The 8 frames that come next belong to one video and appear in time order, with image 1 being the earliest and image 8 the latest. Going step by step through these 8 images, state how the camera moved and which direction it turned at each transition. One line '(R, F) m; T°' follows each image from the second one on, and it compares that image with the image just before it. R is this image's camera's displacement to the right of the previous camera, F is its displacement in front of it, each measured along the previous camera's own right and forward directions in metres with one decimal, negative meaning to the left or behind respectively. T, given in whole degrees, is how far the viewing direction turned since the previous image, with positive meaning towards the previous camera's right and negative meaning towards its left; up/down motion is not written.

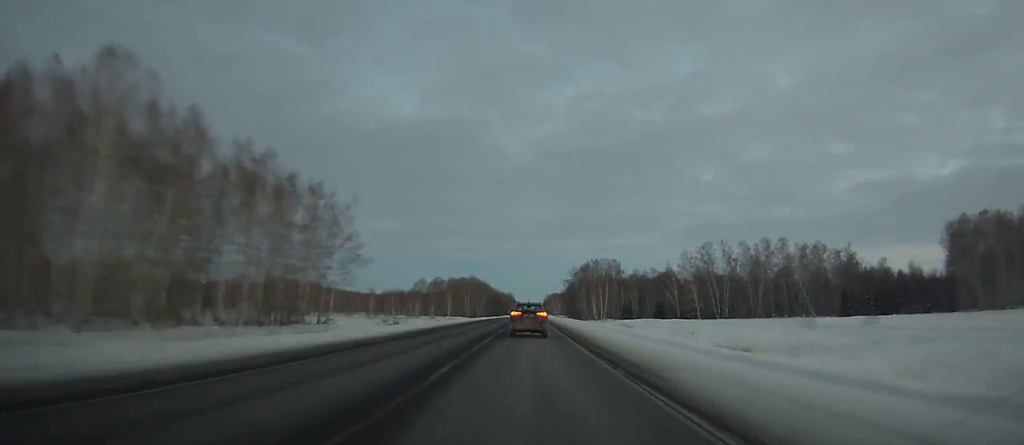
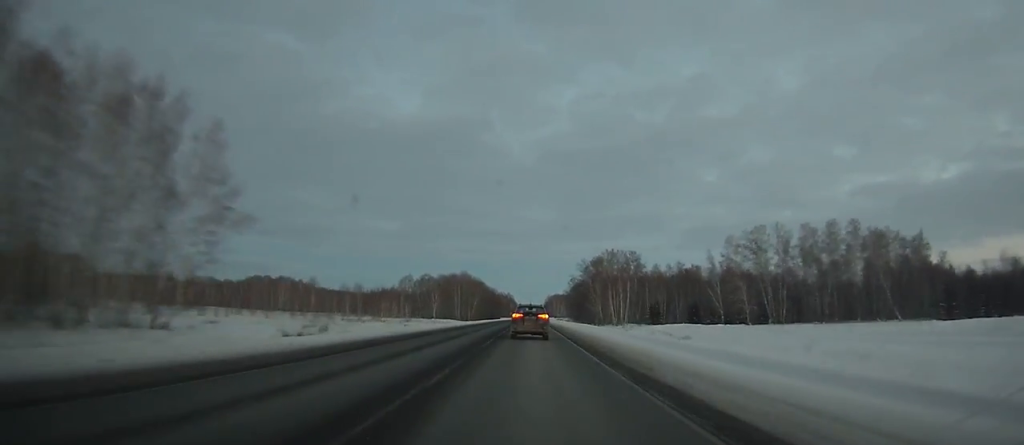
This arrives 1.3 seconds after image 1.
(+0.1, +36.3) m; 0°
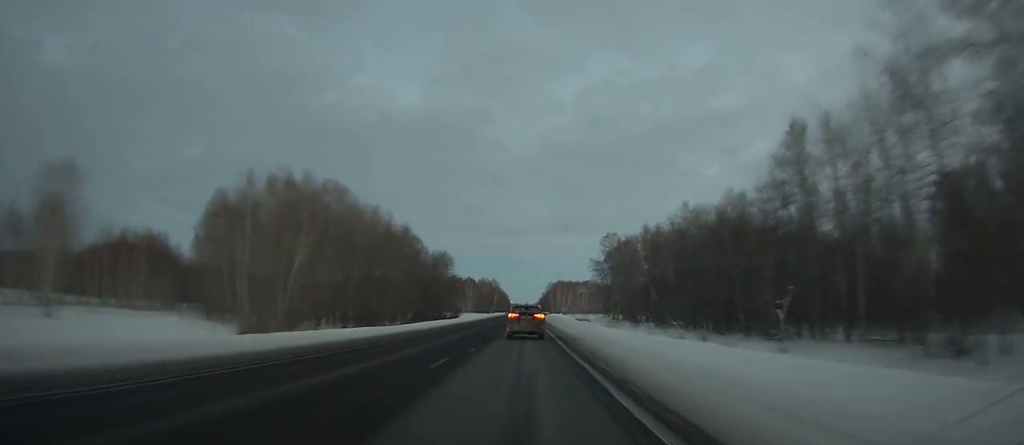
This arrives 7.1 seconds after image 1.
(+1.6, +162.2) m; +1°
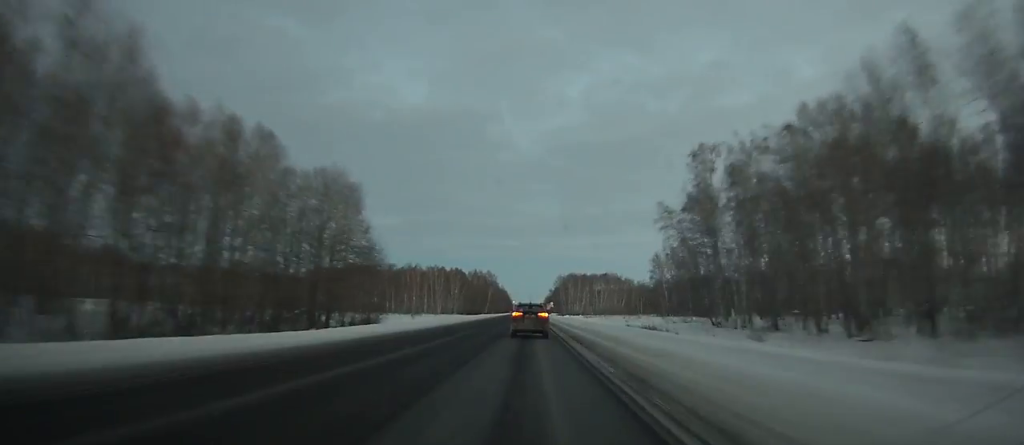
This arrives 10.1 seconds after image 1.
(0.0, +83.4) m; 0°
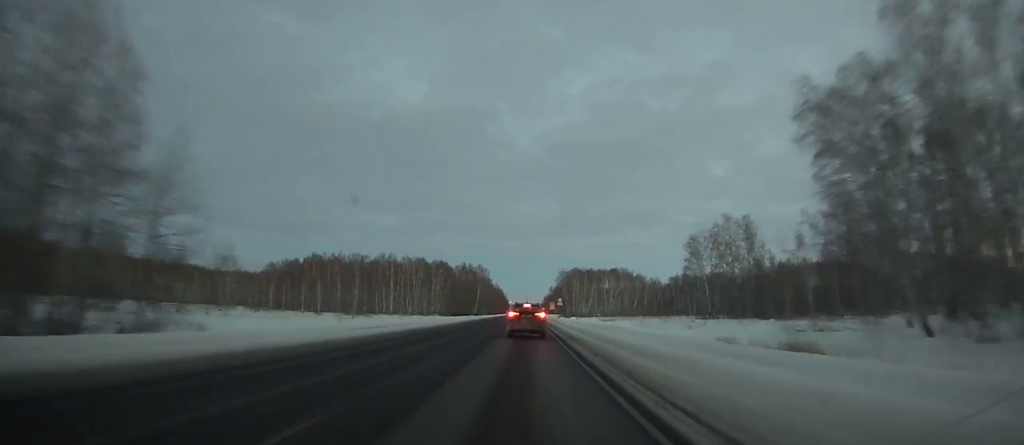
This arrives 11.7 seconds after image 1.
(0.0, +44.0) m; 0°
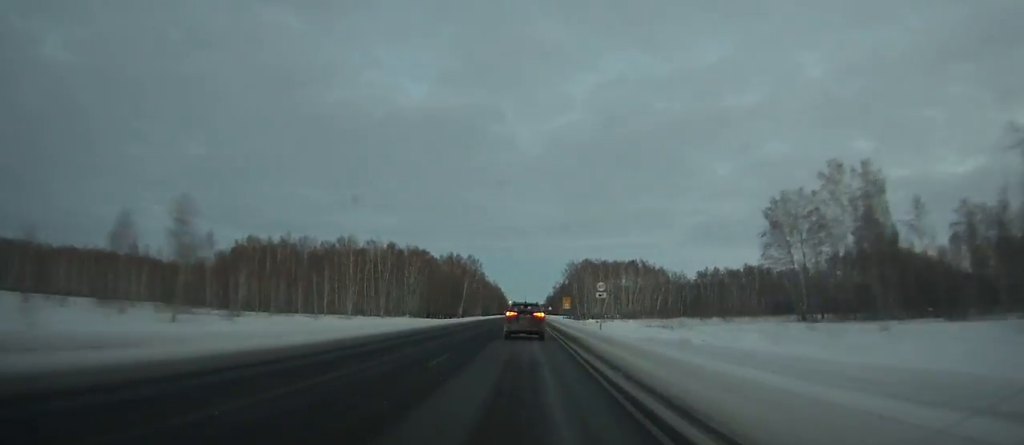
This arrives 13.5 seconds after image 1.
(0.0, +49.1) m; 0°
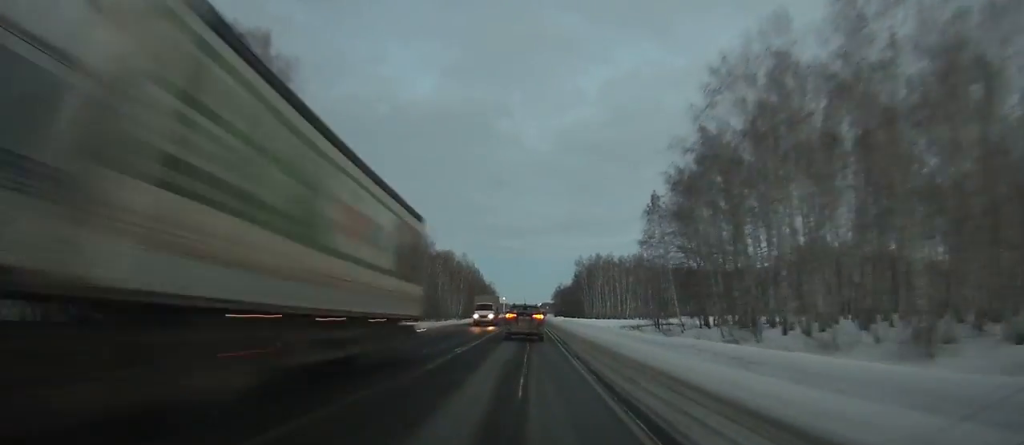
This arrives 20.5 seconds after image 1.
(0.0, +184.2) m; 0°
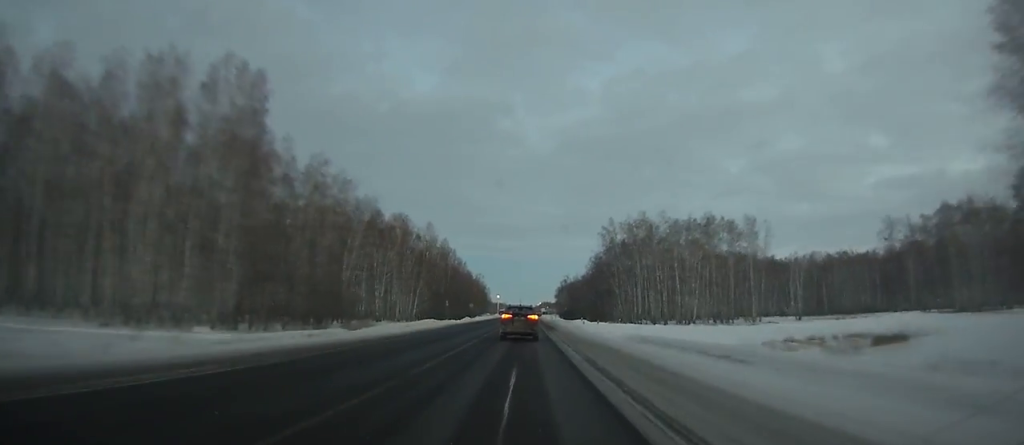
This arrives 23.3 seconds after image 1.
(-0.1, +71.8) m; 0°
